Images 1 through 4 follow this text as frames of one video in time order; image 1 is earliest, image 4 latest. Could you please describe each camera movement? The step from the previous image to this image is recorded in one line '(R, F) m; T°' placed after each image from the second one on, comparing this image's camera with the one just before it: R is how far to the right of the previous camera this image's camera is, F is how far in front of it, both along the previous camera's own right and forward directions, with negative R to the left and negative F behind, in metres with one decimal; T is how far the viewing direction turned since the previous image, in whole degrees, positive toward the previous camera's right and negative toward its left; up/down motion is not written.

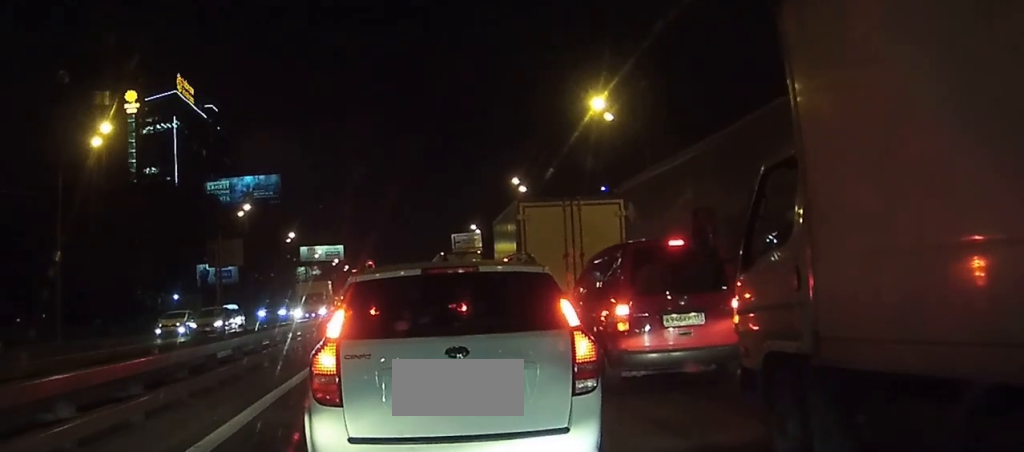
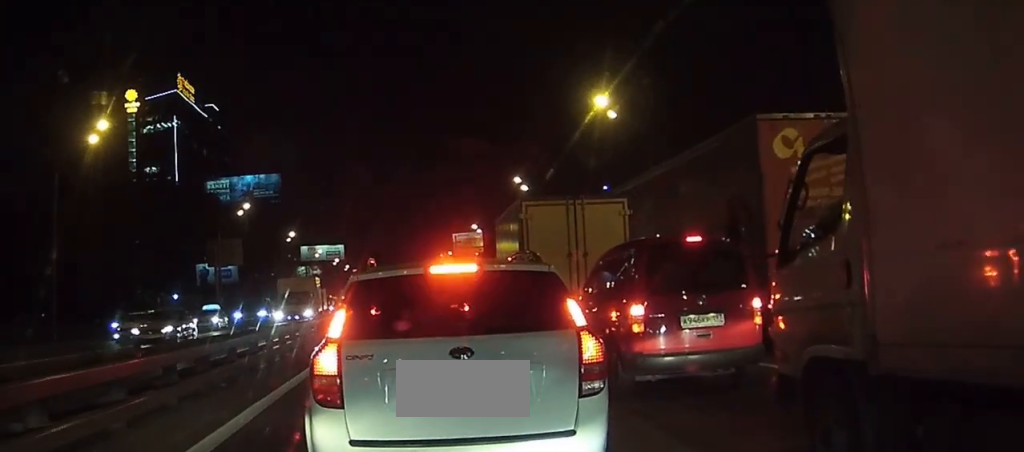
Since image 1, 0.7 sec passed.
(0.0, +0.7) m; 0°
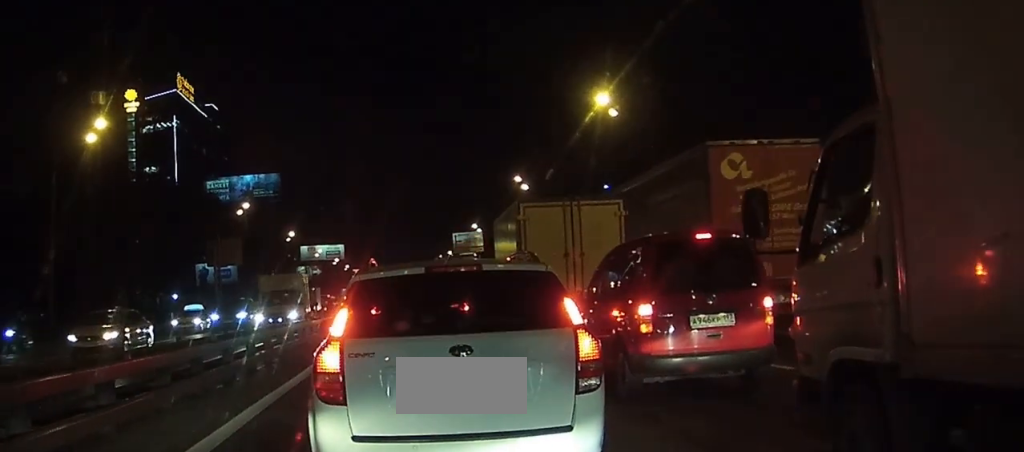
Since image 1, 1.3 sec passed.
(+0.1, +0.3) m; 0°
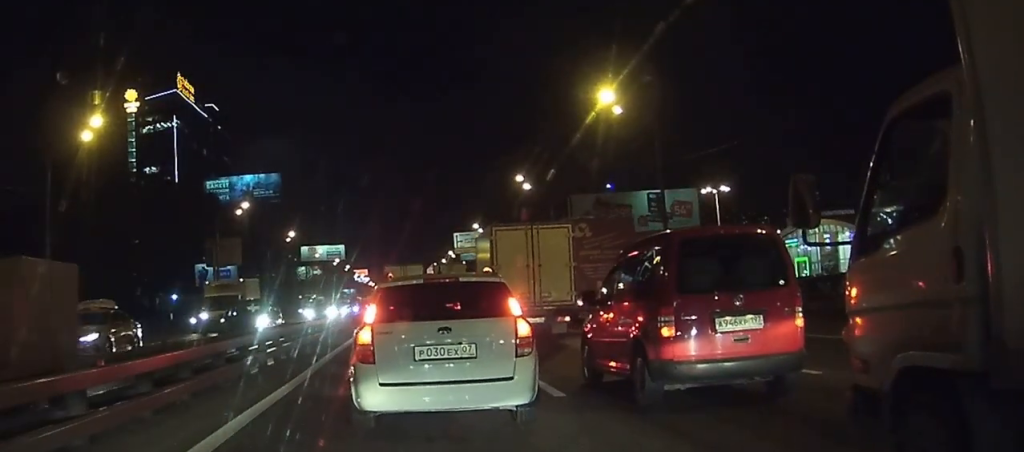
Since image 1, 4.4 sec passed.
(-0.6, +0.7) m; 0°
